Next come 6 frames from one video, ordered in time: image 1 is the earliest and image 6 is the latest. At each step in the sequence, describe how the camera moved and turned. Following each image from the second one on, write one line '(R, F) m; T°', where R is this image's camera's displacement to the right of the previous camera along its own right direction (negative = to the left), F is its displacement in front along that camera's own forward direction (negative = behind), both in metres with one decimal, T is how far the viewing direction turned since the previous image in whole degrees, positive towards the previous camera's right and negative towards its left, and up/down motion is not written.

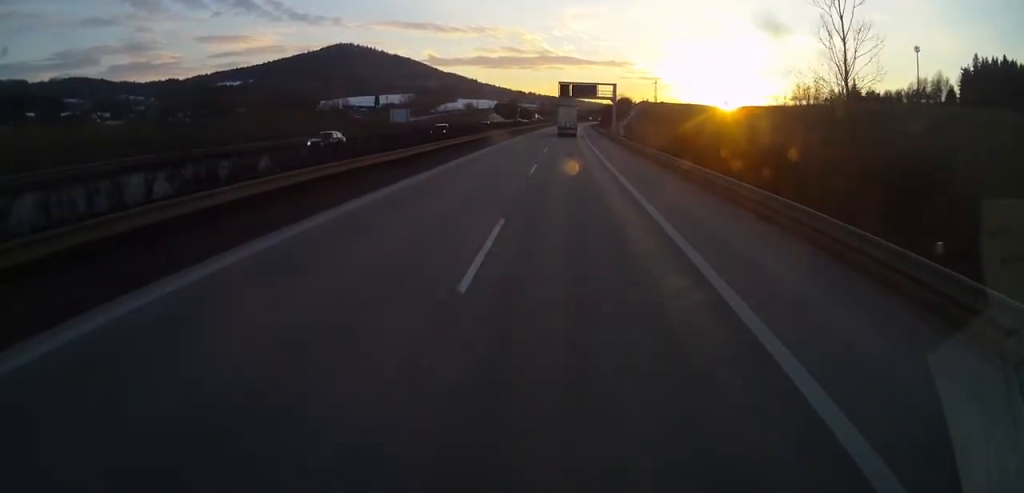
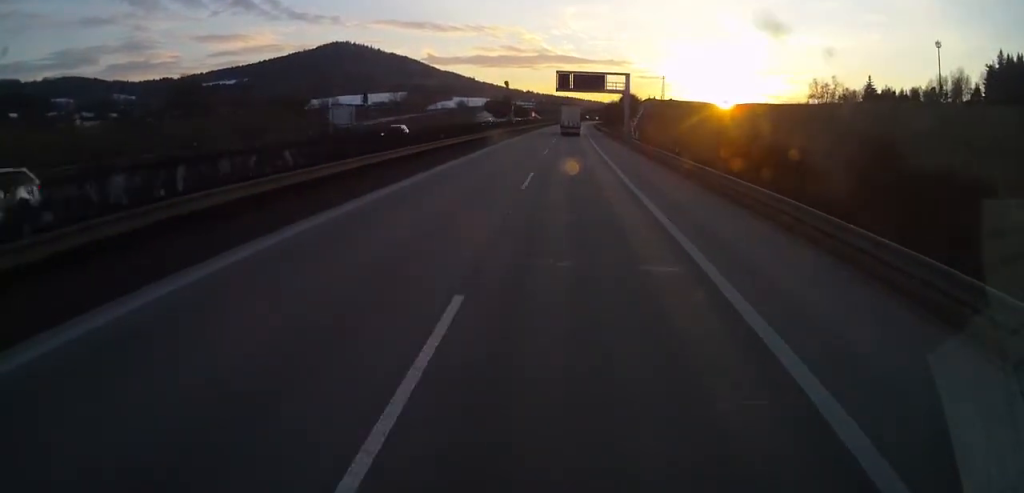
(+0.2, +24.2) m; +1°
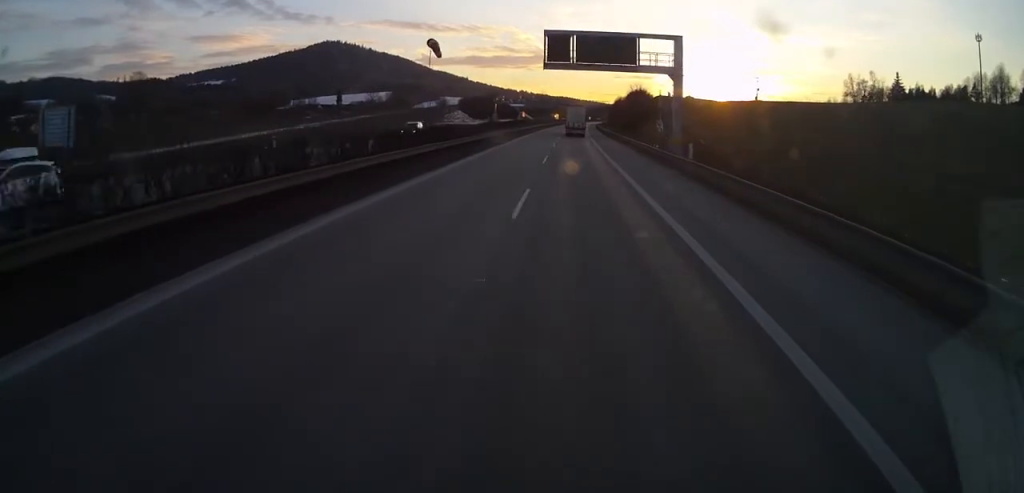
(+0.2, +42.2) m; 0°
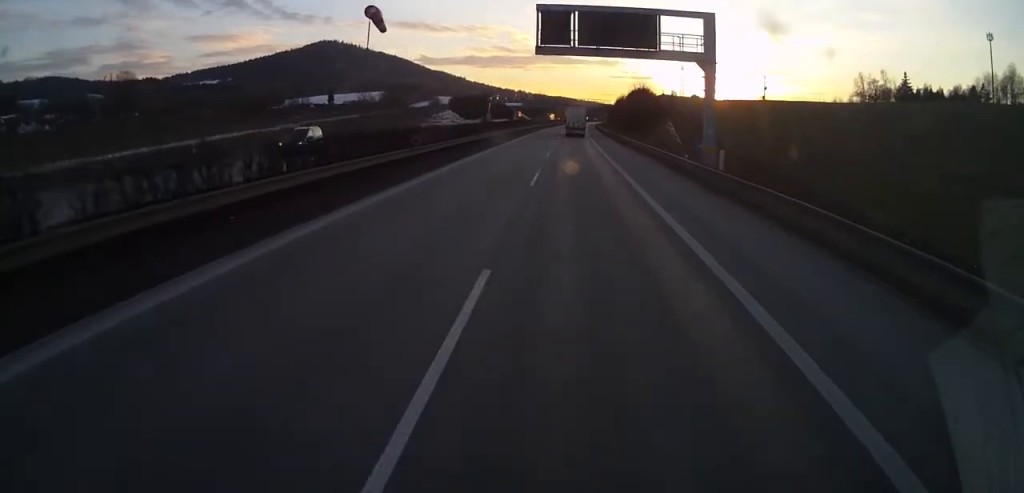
(+0.1, +10.9) m; 0°
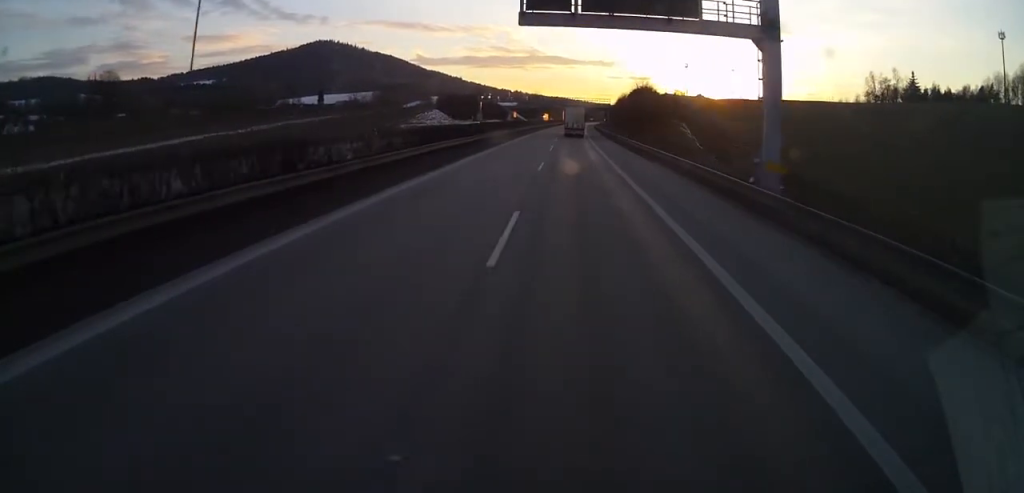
(0.0, +11.6) m; 0°
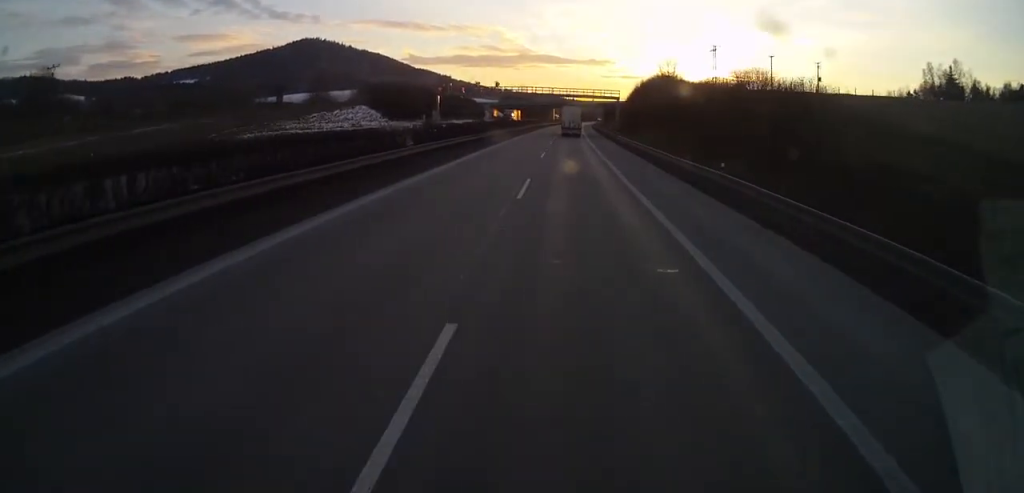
(-0.7, +45.0) m; -1°
